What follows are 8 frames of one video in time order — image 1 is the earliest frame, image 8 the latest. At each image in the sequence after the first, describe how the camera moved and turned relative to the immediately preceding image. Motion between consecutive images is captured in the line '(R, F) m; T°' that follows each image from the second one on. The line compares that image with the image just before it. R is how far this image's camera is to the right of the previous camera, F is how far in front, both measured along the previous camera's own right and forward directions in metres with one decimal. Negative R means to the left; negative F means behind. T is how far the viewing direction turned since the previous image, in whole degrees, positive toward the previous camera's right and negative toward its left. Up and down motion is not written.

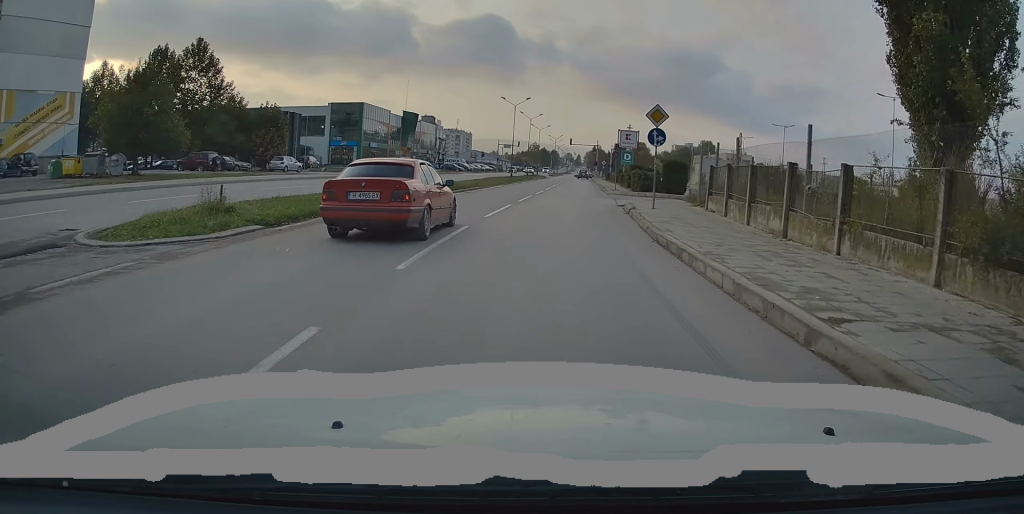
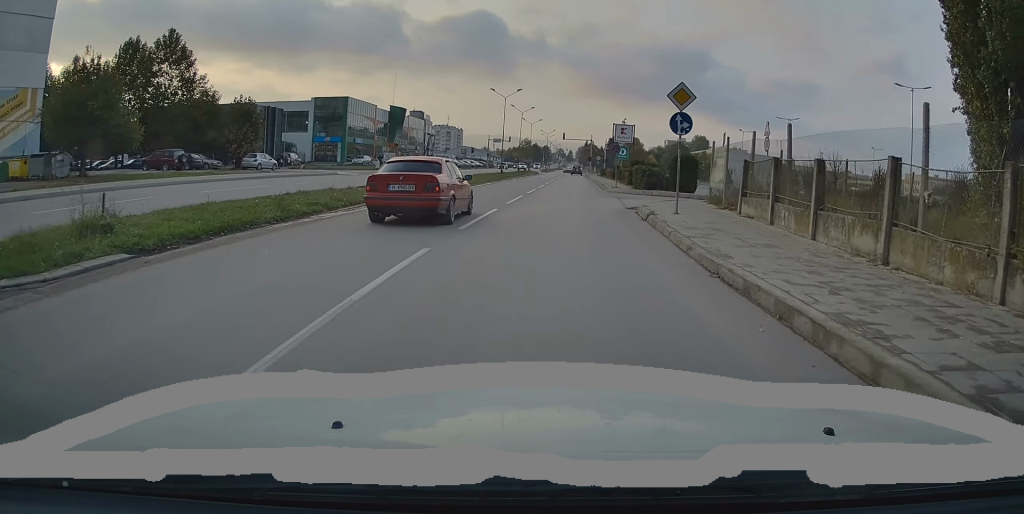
(+0.1, +4.4) m; +2°
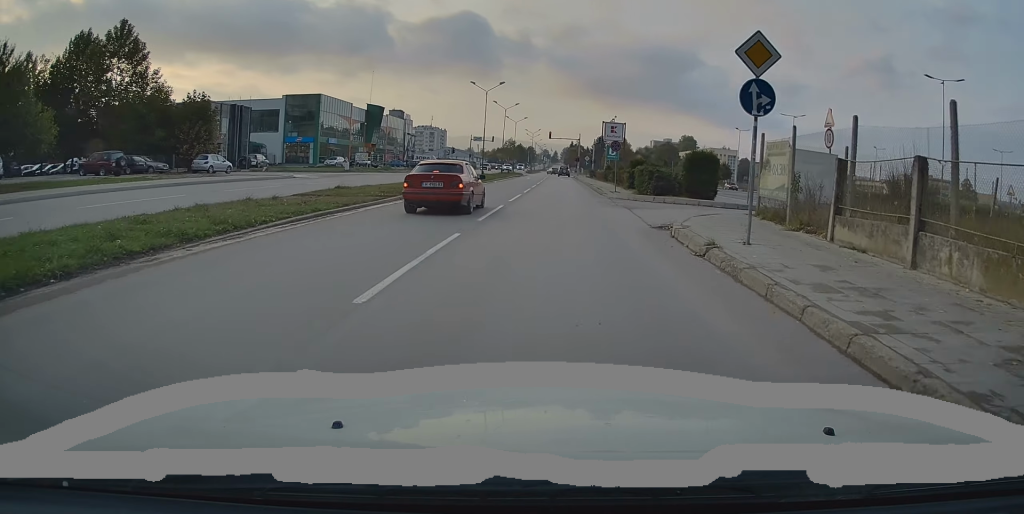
(+0.1, +6.6) m; +2°
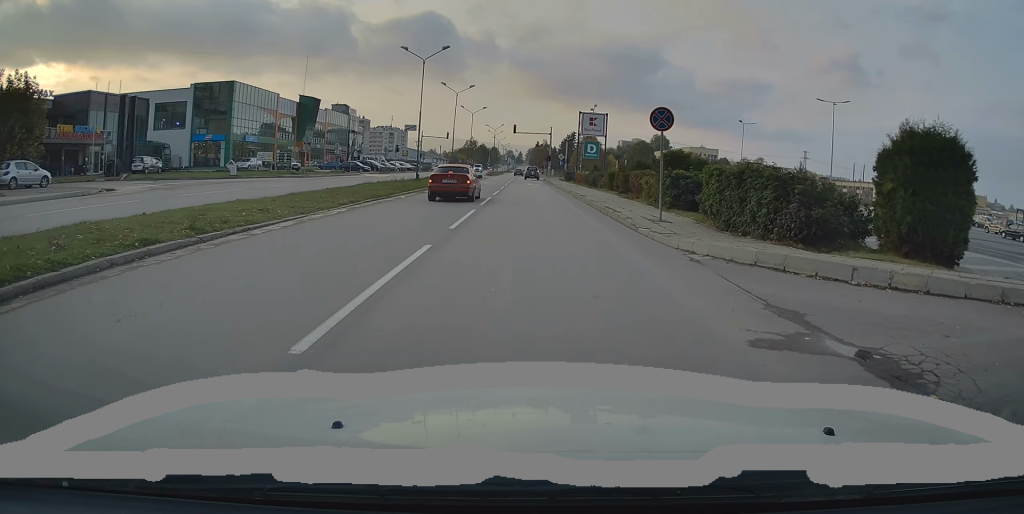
(0.0, +19.4) m; 0°
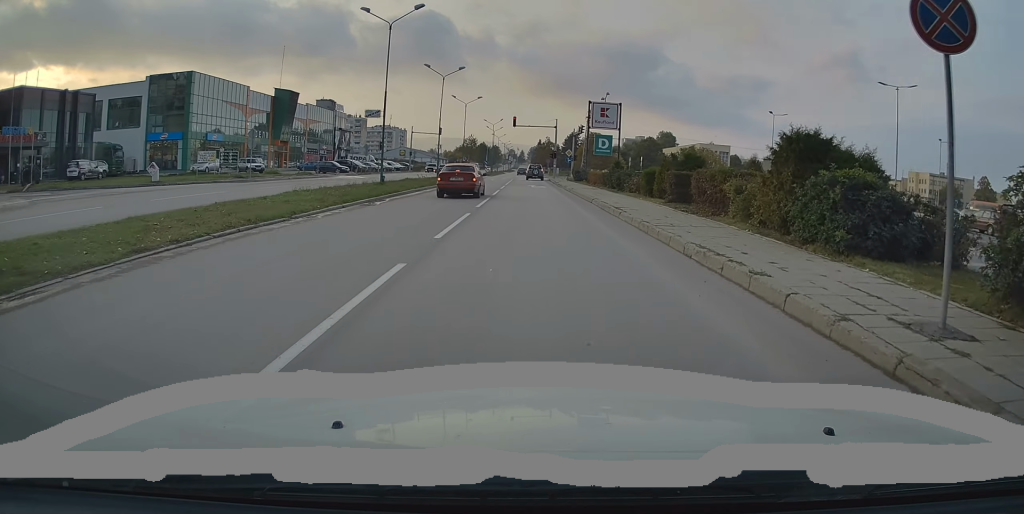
(+0.5, +11.3) m; 0°
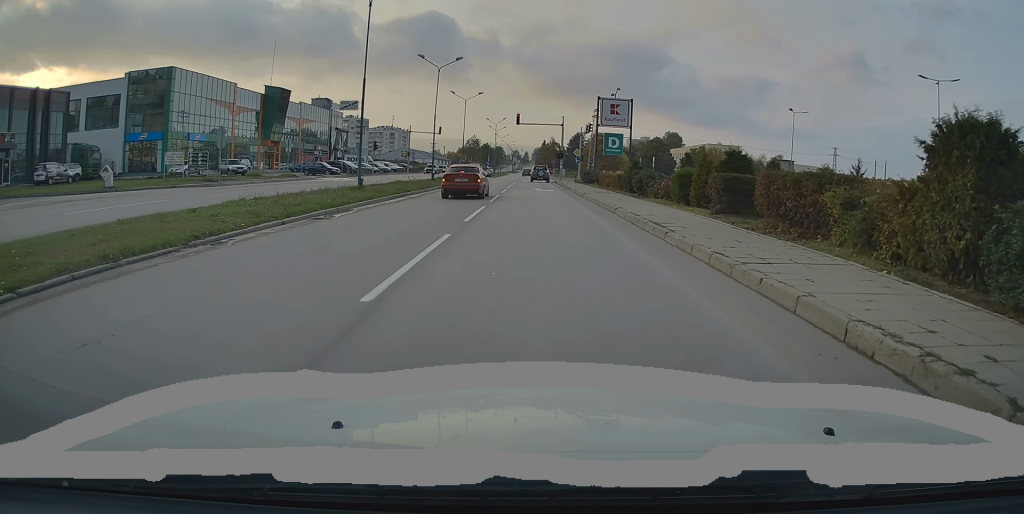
(-0.2, +5.1) m; -2°
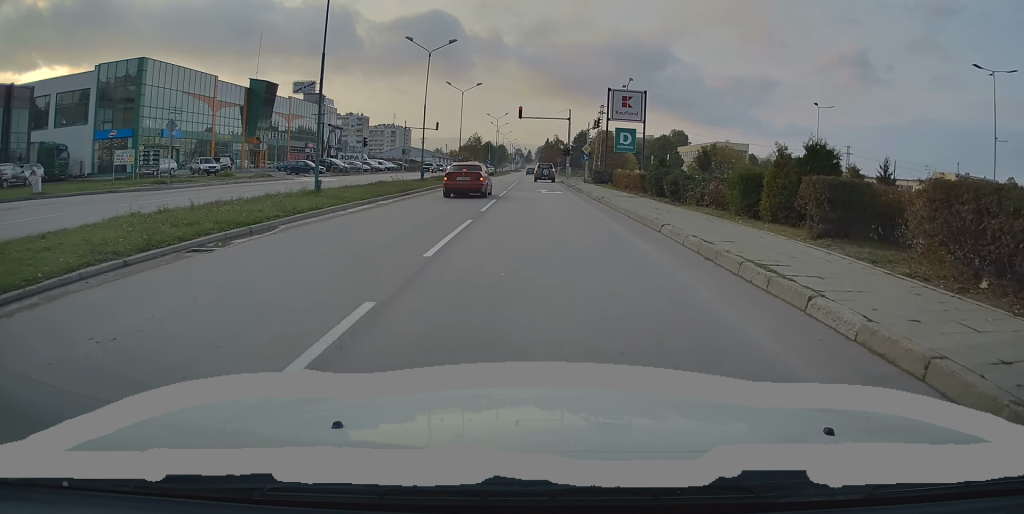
(-0.1, +6.0) m; -2°
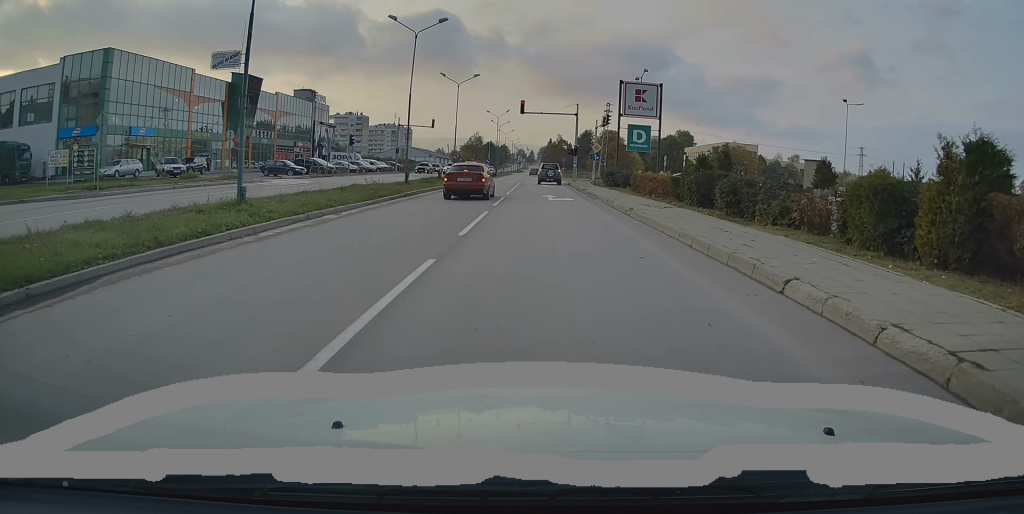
(-0.3, +6.0) m; +1°
